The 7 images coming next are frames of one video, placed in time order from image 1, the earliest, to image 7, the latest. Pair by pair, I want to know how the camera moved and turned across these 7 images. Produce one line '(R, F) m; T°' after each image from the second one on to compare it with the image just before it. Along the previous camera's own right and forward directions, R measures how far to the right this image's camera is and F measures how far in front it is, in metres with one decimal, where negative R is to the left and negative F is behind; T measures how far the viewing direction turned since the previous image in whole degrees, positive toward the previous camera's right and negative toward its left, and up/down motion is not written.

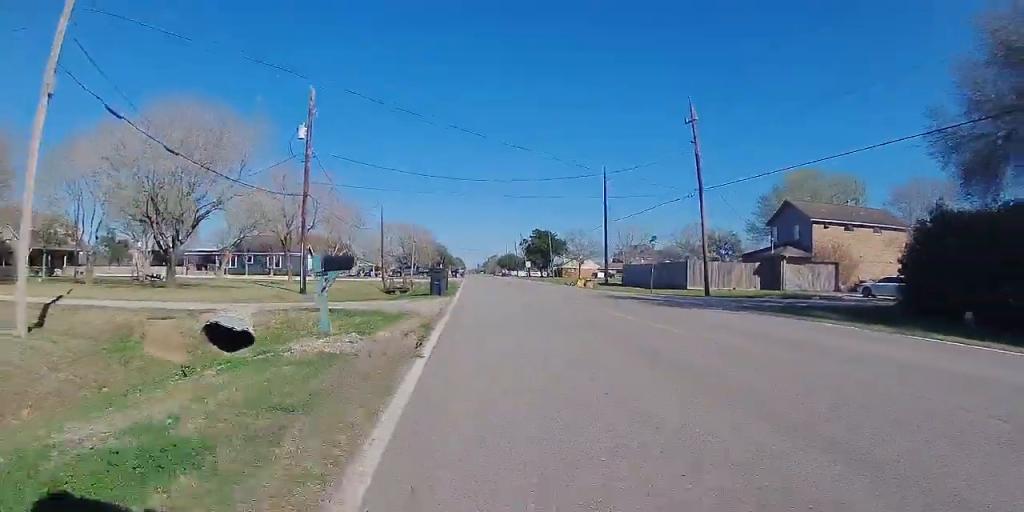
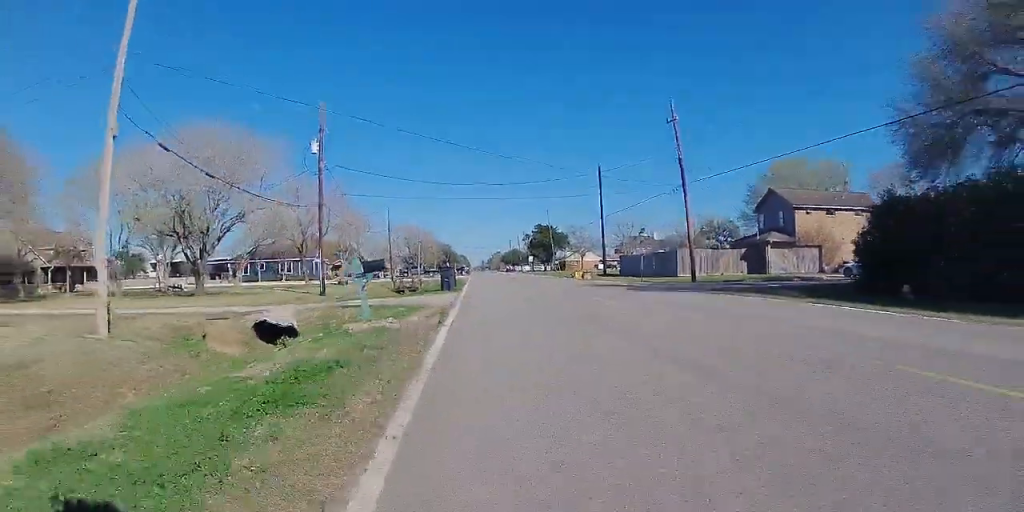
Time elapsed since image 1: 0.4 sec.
(0.0, +2.8) m; 0°
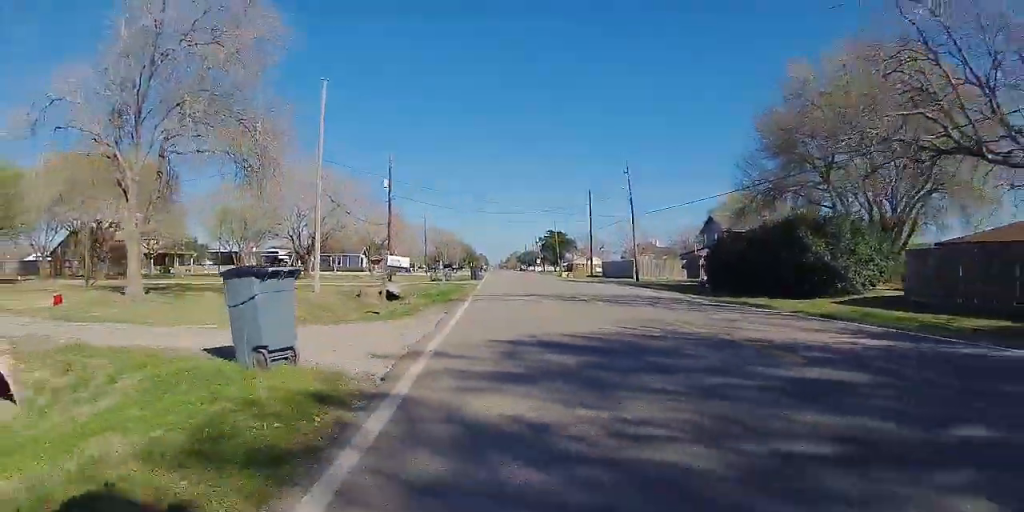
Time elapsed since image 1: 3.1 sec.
(0.0, +17.5) m; -3°
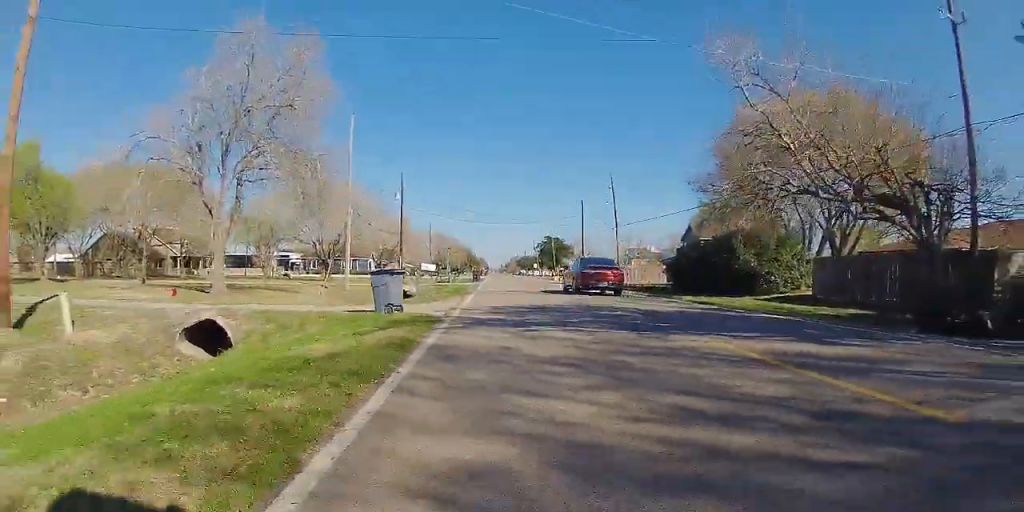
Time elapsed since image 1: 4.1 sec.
(-0.4, +7.0) m; -1°
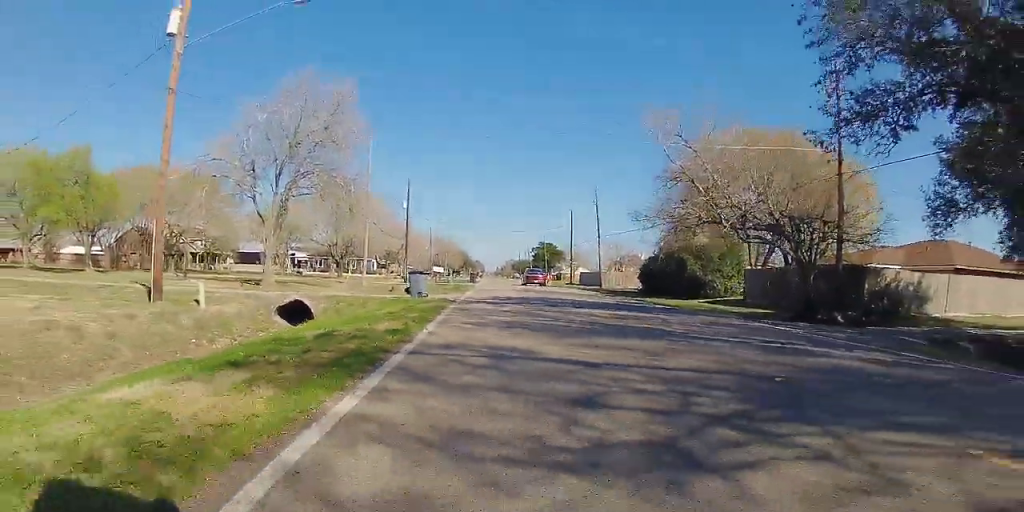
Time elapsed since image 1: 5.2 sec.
(+0.3, +7.3) m; +4°
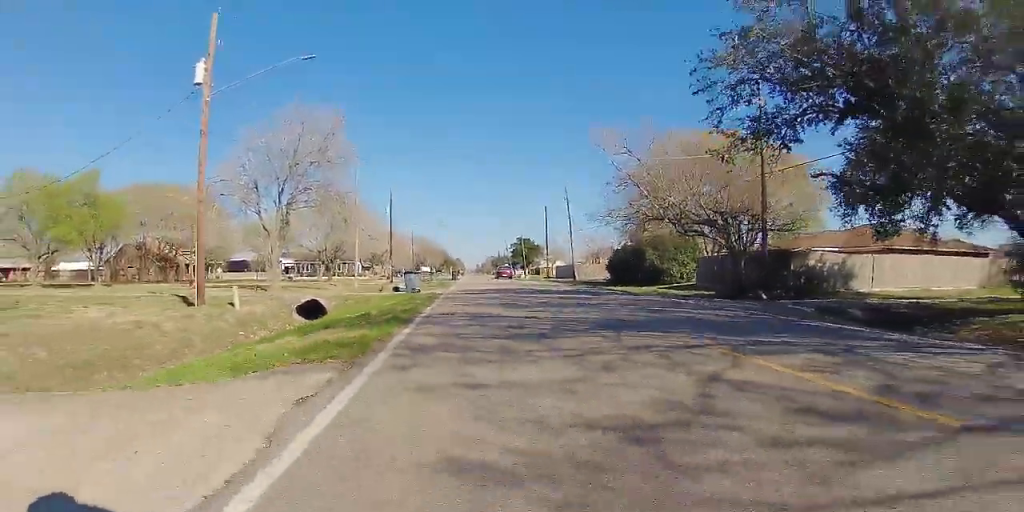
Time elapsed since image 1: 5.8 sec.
(+0.1, +4.6) m; +1°
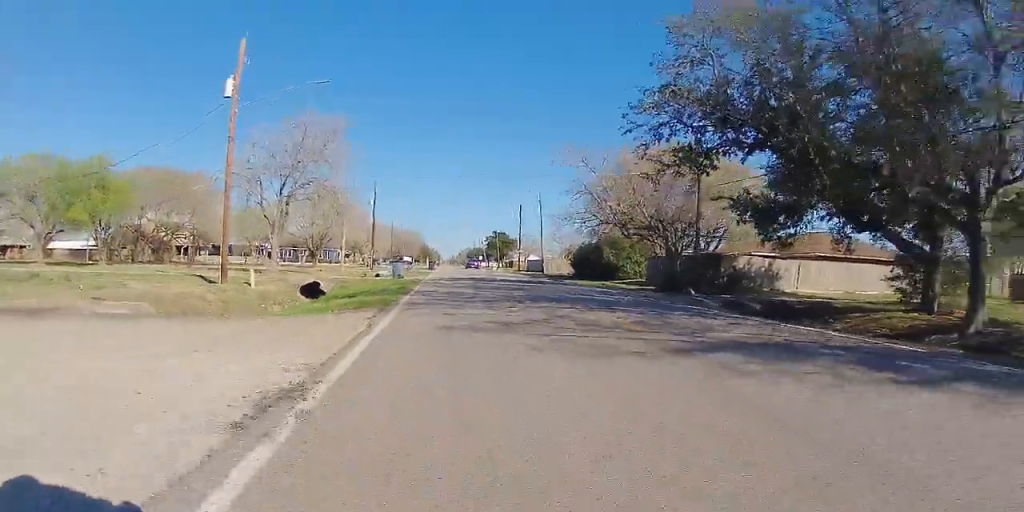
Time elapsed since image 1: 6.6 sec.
(0.0, +5.1) m; 0°
